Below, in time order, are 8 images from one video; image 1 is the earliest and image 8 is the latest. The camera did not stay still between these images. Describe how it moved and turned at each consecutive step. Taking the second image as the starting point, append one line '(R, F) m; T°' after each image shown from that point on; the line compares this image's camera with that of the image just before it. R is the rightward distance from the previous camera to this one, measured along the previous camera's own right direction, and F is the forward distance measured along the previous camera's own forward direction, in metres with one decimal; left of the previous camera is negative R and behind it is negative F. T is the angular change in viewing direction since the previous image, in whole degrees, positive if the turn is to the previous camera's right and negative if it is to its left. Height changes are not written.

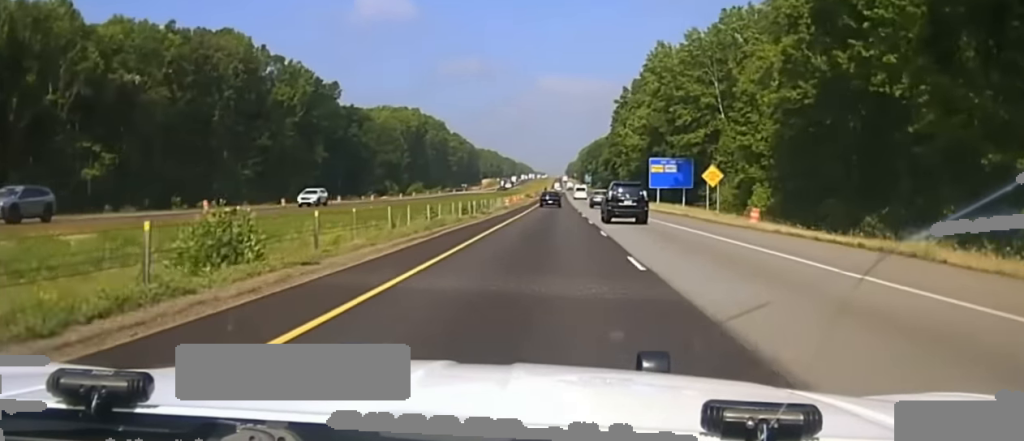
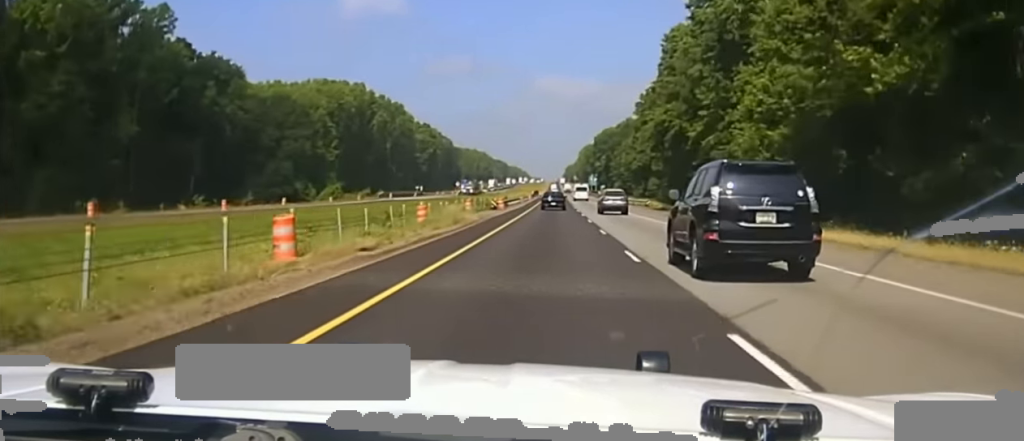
(0.0, +113.1) m; 0°
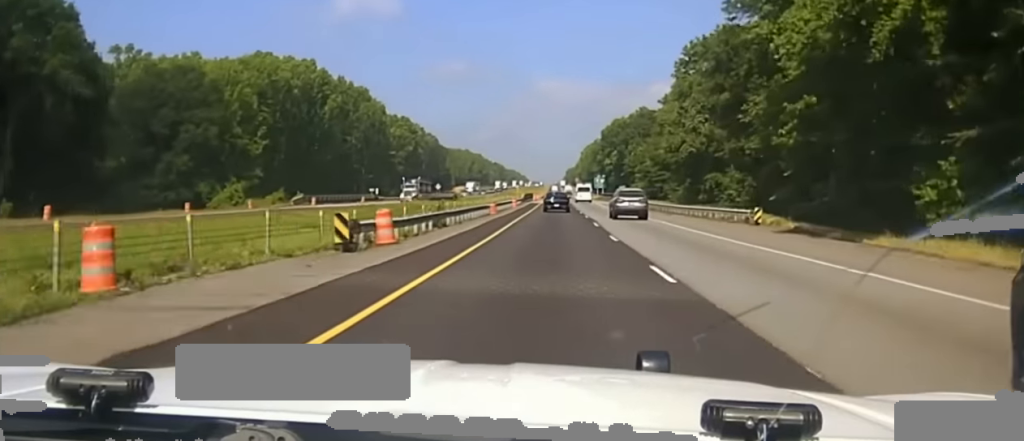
(+0.5, +62.9) m; 0°
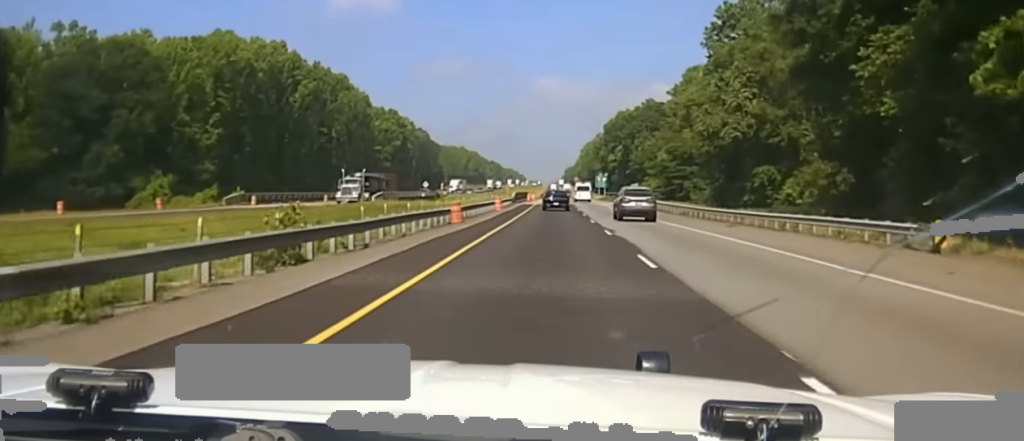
(-0.1, +22.9) m; 0°
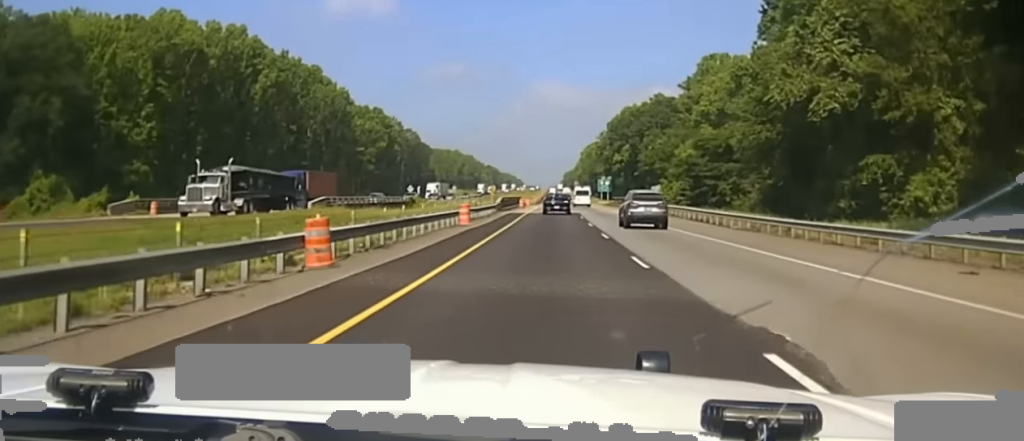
(-0.1, +22.6) m; 0°
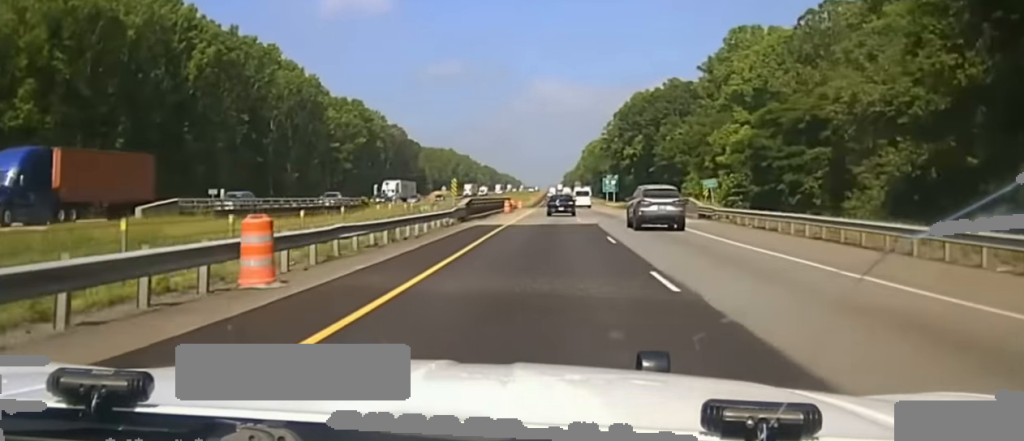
(0.0, +24.9) m; 0°
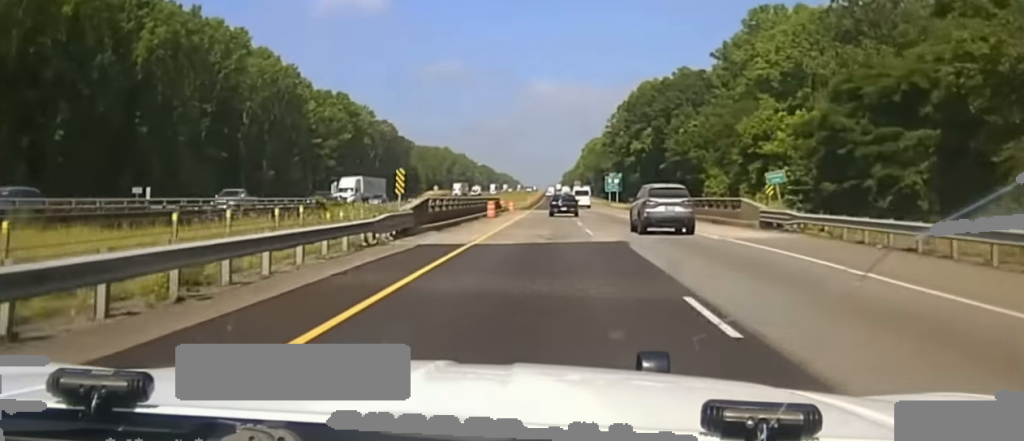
(0.0, +13.1) m; 0°
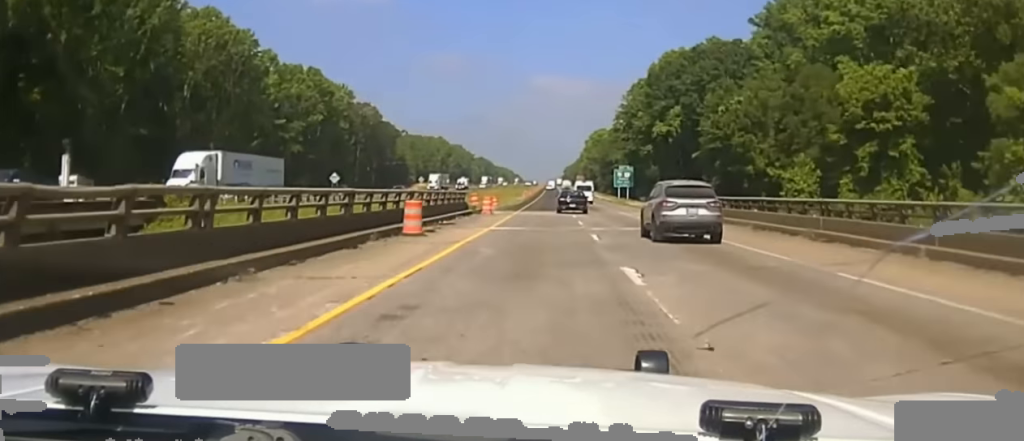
(0.0, +23.1) m; 0°
